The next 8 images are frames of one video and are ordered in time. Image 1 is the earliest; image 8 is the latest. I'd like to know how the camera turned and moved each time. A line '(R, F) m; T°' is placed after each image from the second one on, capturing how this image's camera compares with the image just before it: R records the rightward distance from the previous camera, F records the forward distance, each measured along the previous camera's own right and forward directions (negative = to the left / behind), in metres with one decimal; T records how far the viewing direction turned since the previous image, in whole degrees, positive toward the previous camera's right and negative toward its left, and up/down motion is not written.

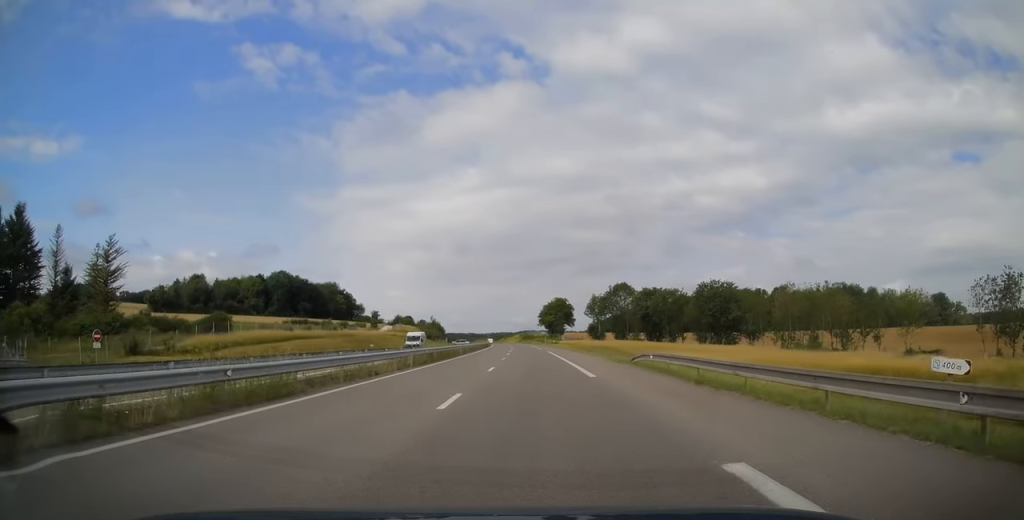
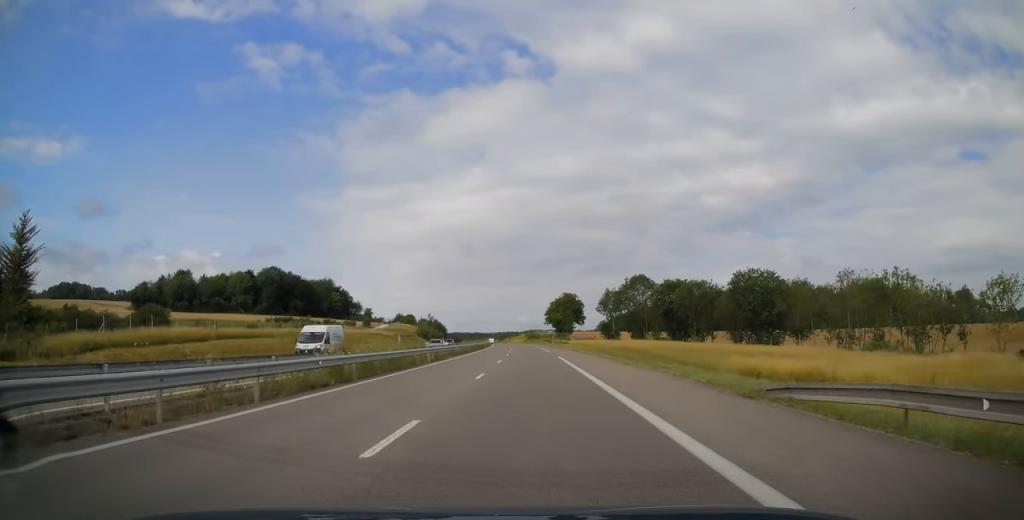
(+0.1, +18.2) m; -1°
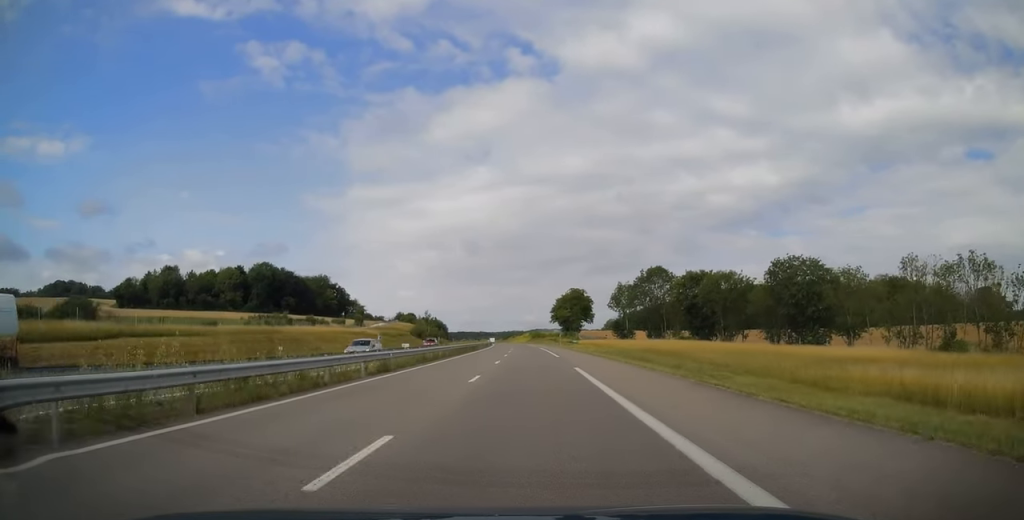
(-0.2, +14.8) m; 0°
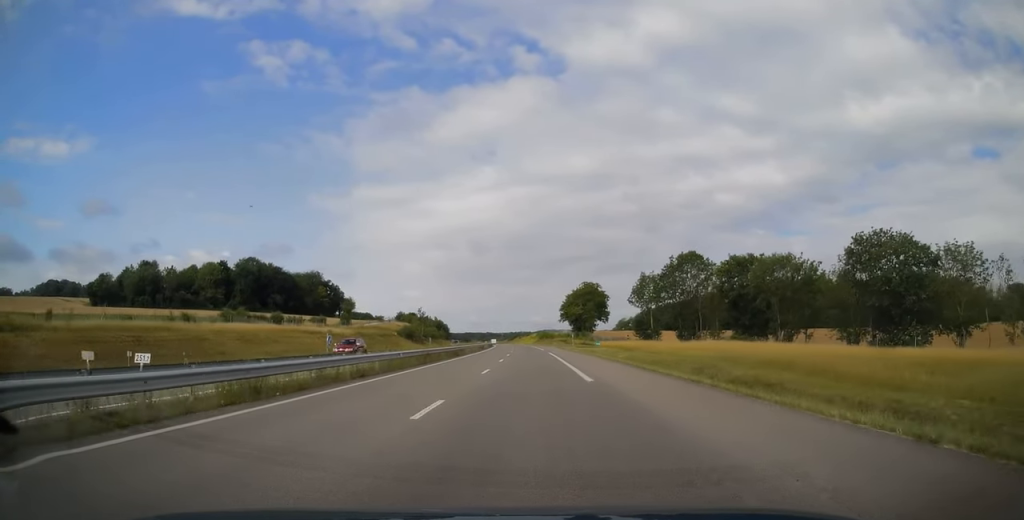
(-0.2, +21.7) m; -1°
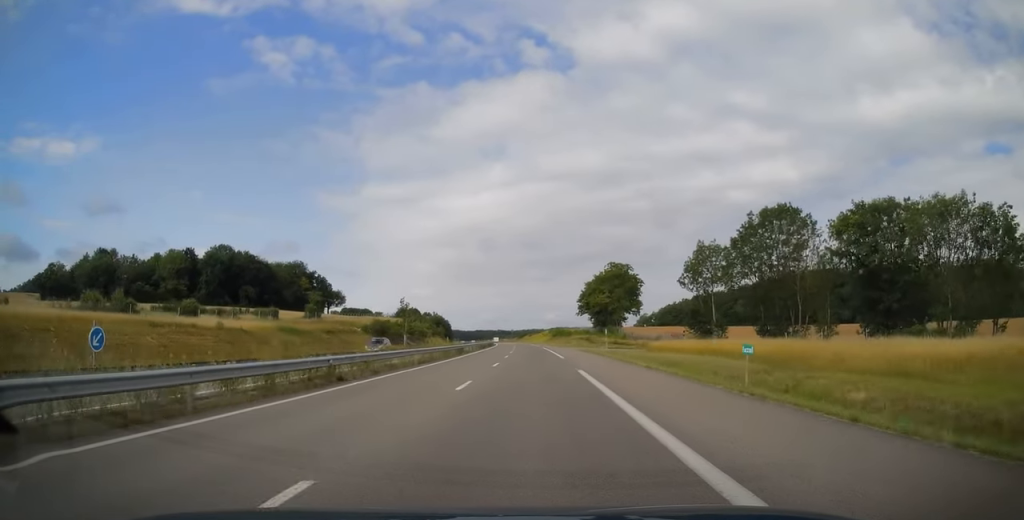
(-0.3, +34.5) m; -1°
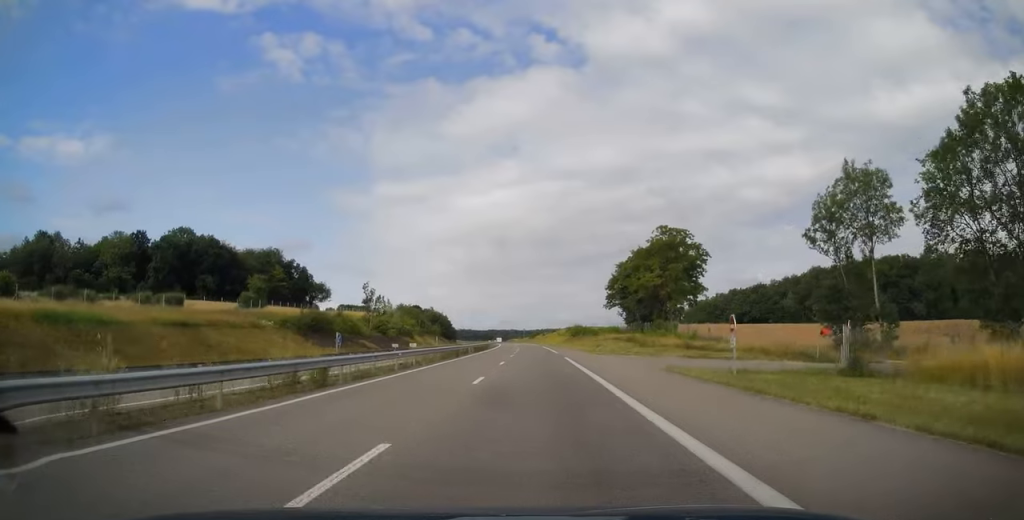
(-0.4, +37.9) m; -1°
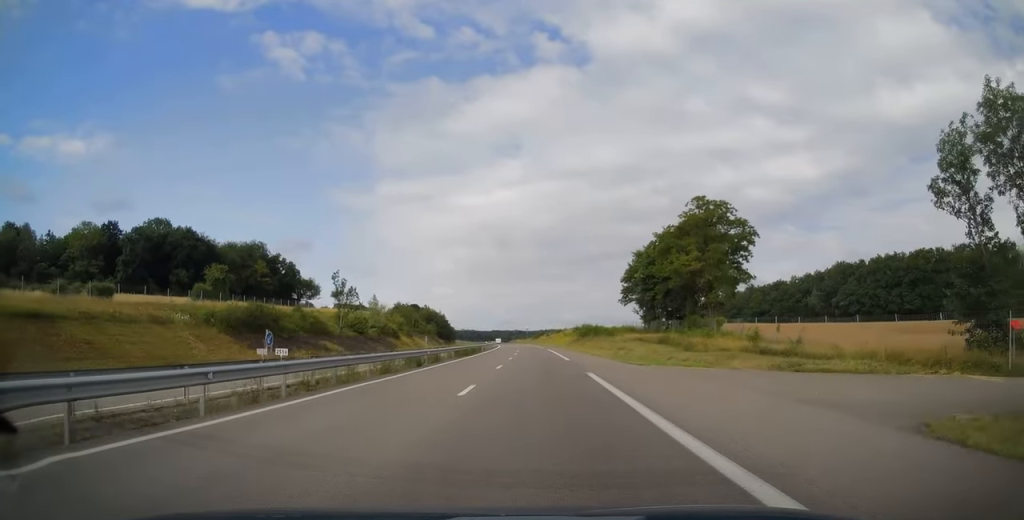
(0.0, +16.7) m; 0°
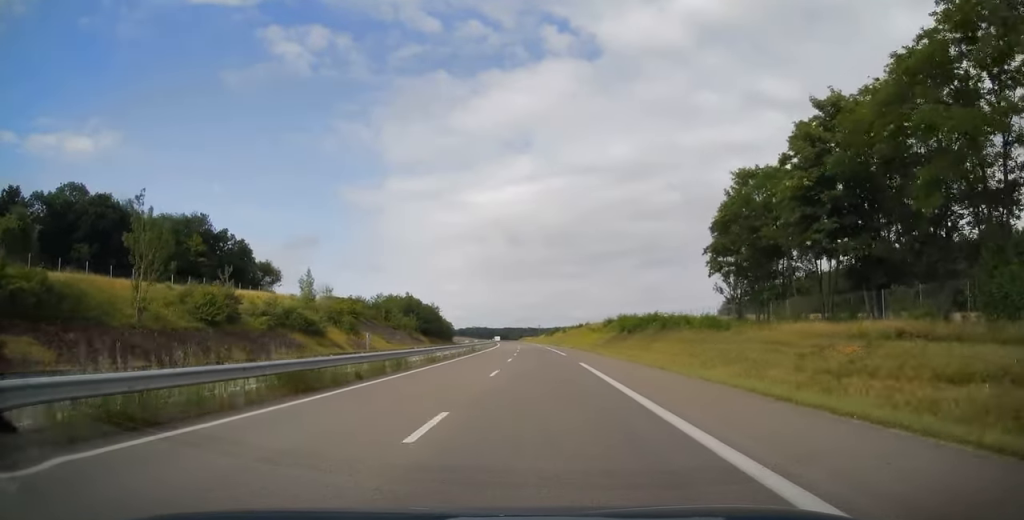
(0.0, +46.7) m; -1°
